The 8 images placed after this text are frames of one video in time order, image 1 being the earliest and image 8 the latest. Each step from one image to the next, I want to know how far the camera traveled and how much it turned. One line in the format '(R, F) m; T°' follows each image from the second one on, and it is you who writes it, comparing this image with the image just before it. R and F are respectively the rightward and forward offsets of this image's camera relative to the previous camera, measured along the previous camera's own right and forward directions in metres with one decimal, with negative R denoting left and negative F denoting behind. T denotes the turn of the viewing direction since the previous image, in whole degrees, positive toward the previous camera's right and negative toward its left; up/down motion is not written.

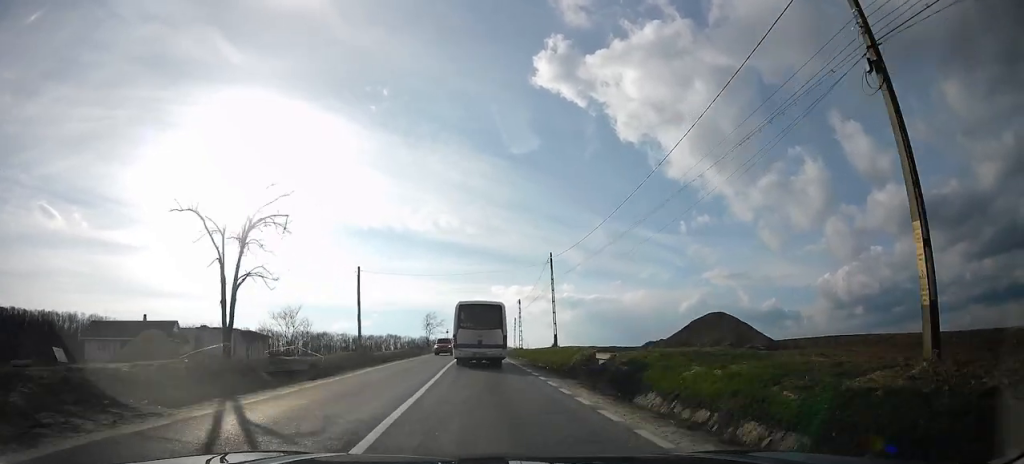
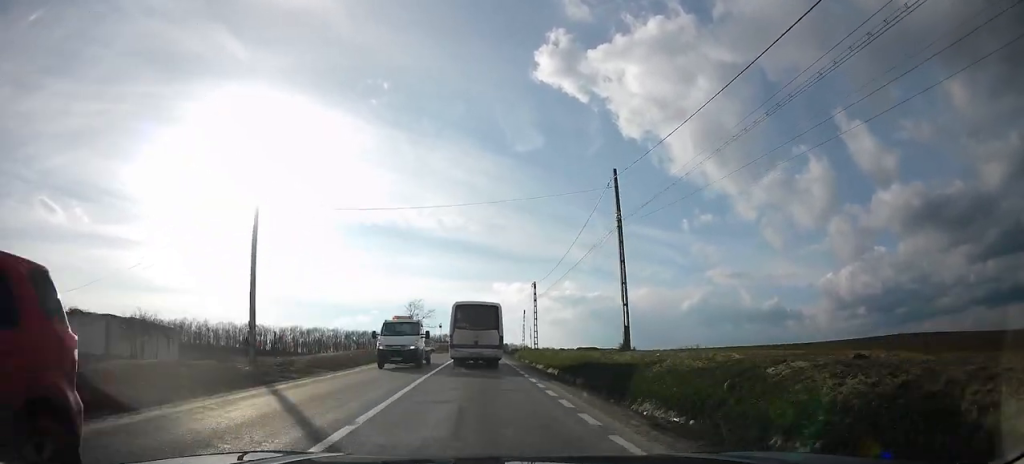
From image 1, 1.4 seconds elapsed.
(+1.2, +21.4) m; +6°
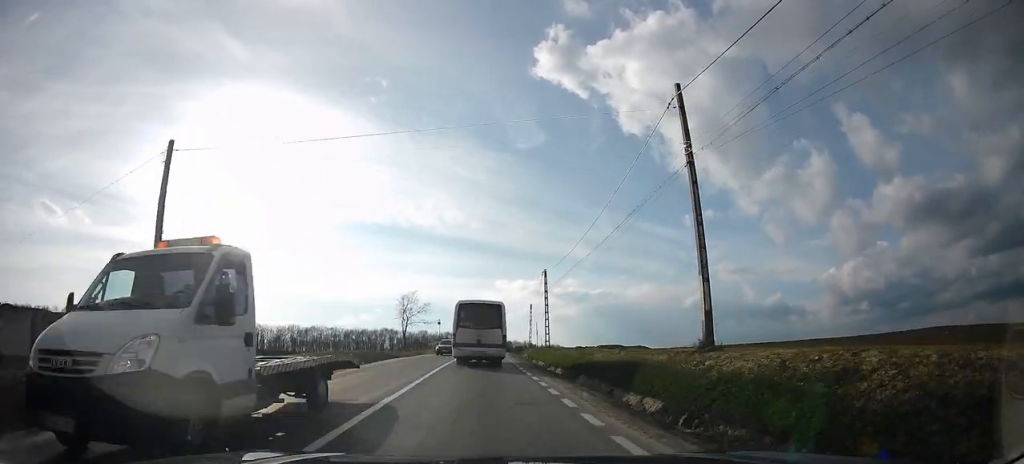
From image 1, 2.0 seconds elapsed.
(0.0, +7.9) m; 0°
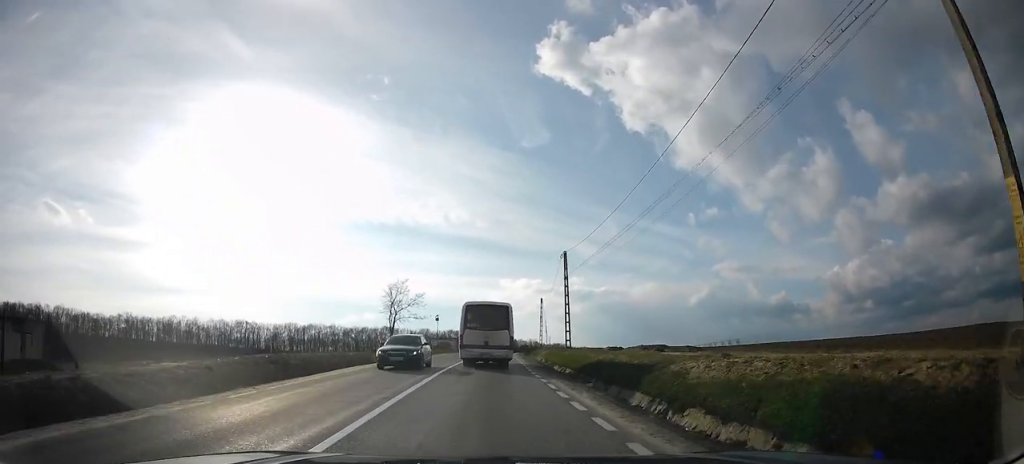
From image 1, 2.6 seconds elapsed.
(0.0, +10.1) m; 0°
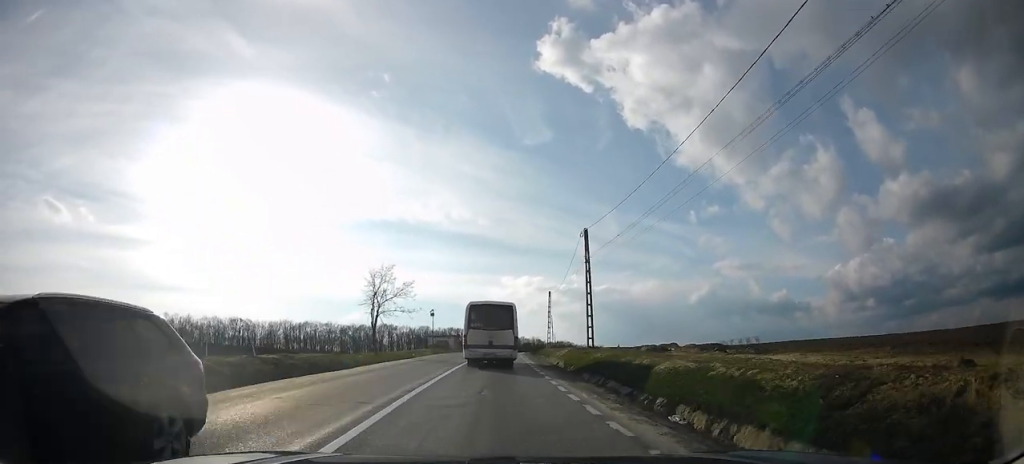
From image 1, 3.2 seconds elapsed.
(0.0, +8.2) m; 0°
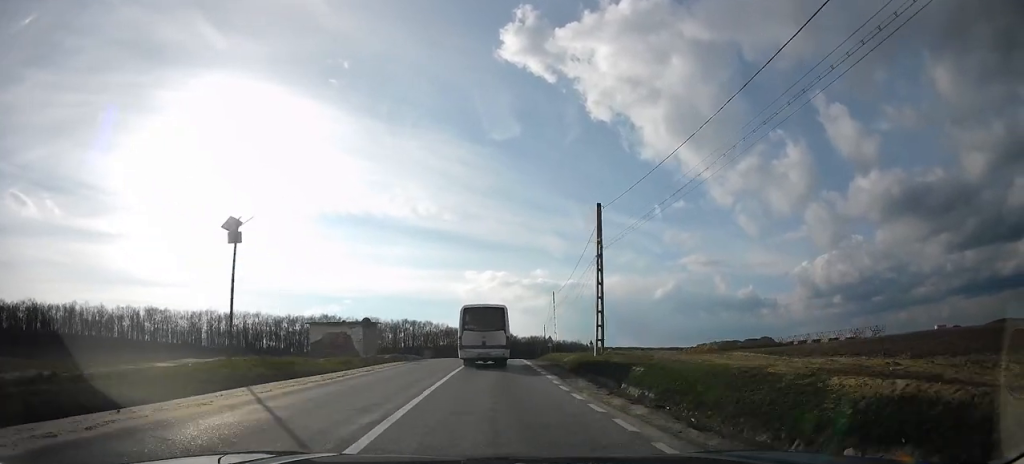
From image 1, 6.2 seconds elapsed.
(-0.4, +46.6) m; 0°
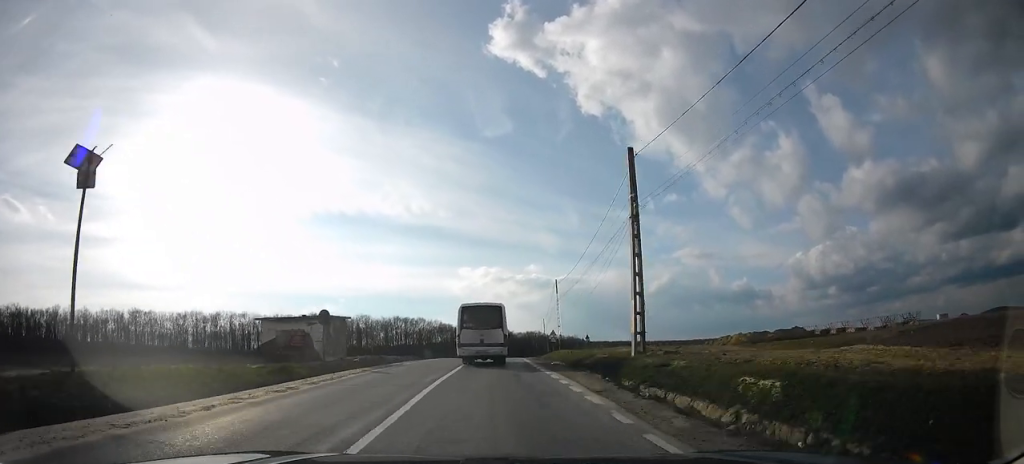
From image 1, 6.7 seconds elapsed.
(0.0, +7.6) m; +1°
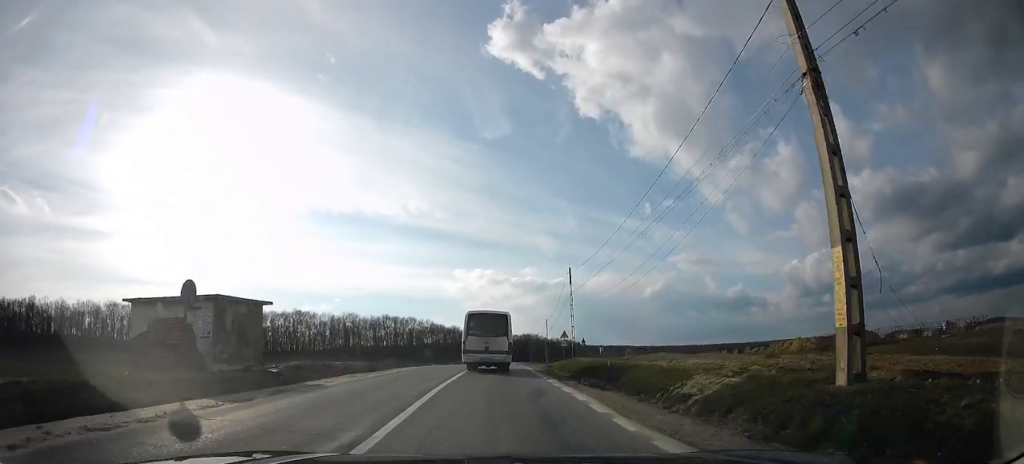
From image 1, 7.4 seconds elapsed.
(0.0, +11.8) m; +2°
